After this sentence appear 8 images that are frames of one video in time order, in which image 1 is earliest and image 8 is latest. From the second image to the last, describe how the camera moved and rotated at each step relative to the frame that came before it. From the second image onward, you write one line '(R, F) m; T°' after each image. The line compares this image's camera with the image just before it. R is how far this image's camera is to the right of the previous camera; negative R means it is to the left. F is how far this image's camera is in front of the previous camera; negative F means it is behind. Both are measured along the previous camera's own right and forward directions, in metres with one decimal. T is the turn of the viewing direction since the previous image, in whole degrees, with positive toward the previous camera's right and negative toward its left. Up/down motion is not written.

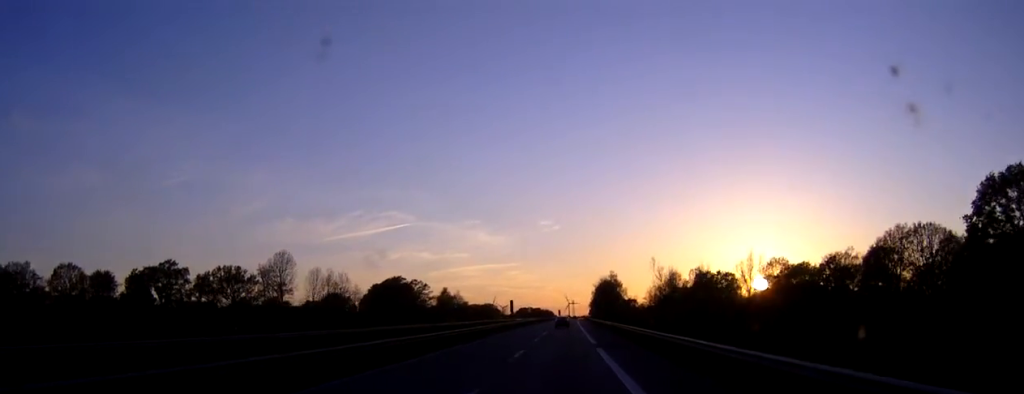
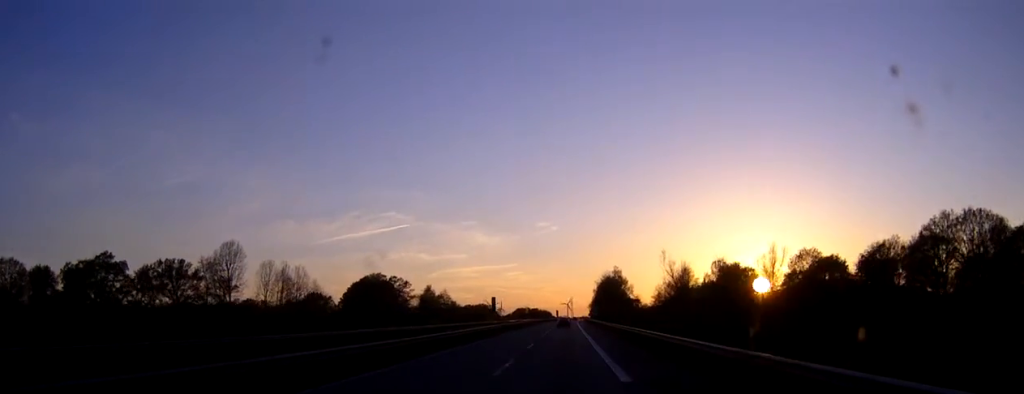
(0.0, +22.9) m; 0°
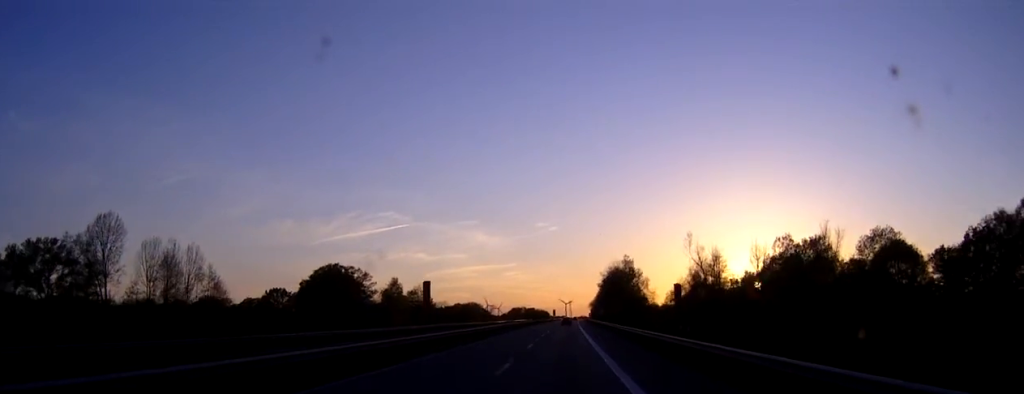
(-0.1, +36.4) m; 0°
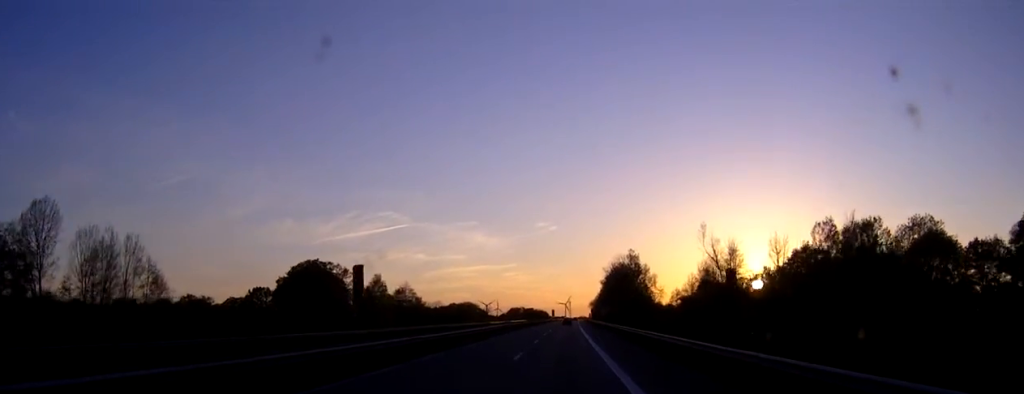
(0.0, +13.6) m; 0°
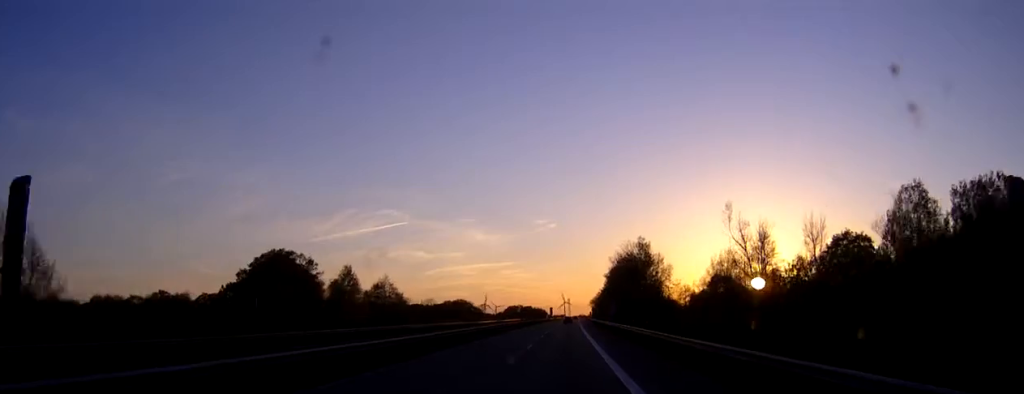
(0.0, +19.1) m; 0°
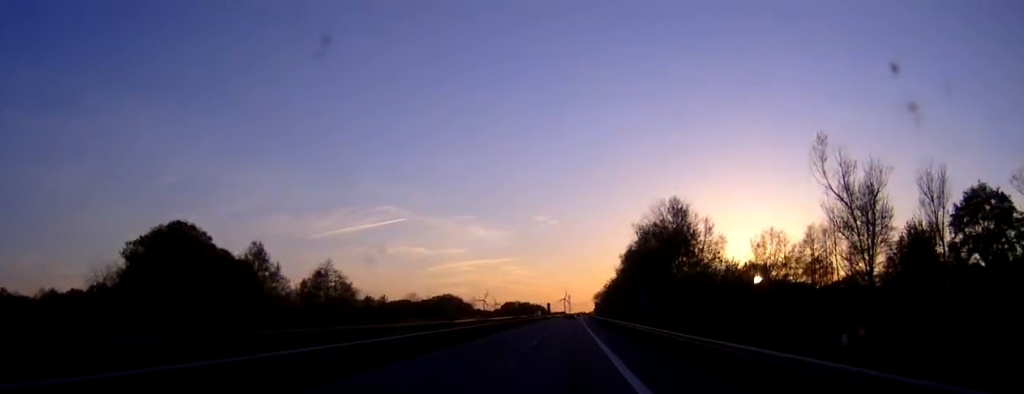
(0.0, +37.4) m; 0°
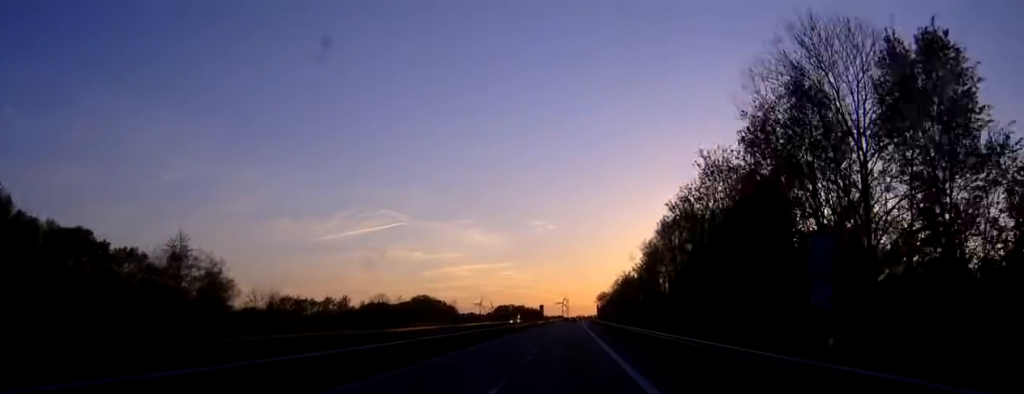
(+0.1, +46.3) m; 0°
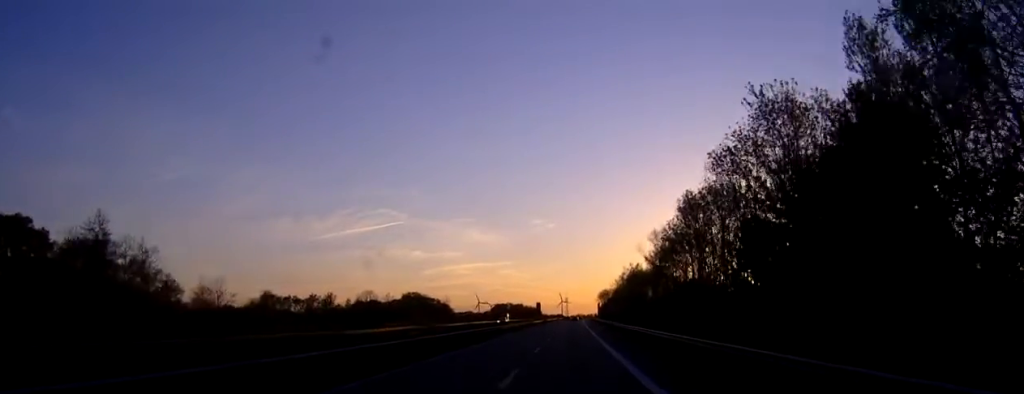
(-0.1, +14.6) m; 0°
